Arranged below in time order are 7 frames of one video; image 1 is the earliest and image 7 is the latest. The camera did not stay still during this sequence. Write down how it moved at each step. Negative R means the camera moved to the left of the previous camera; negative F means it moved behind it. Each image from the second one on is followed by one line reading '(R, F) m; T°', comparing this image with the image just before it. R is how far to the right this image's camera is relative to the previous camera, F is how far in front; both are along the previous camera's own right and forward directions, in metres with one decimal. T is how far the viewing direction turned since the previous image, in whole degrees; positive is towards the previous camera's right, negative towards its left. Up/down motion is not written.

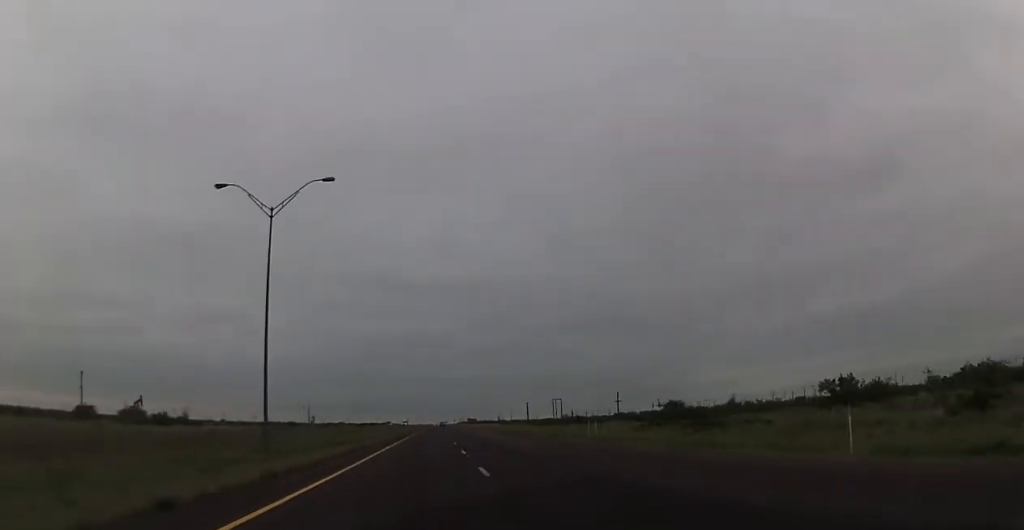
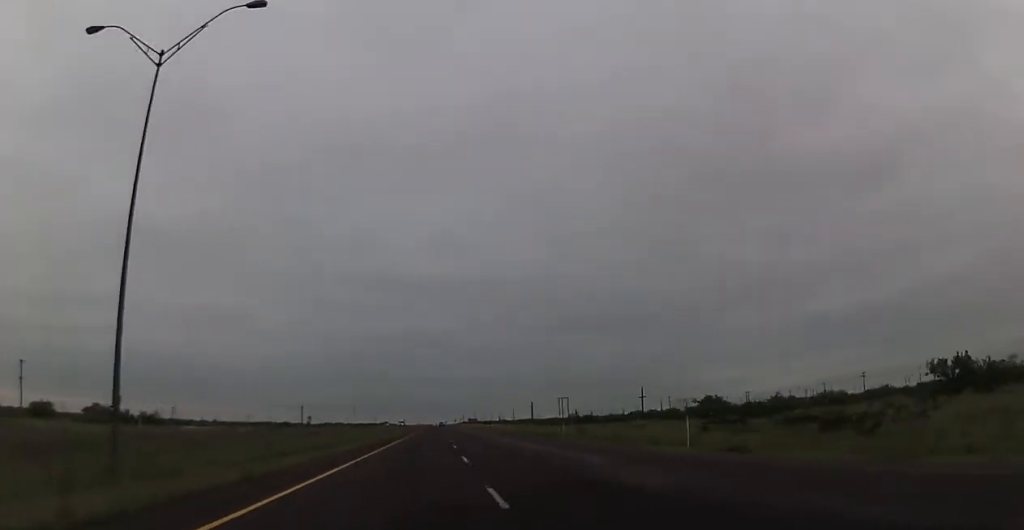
(0.0, +18.5) m; 0°
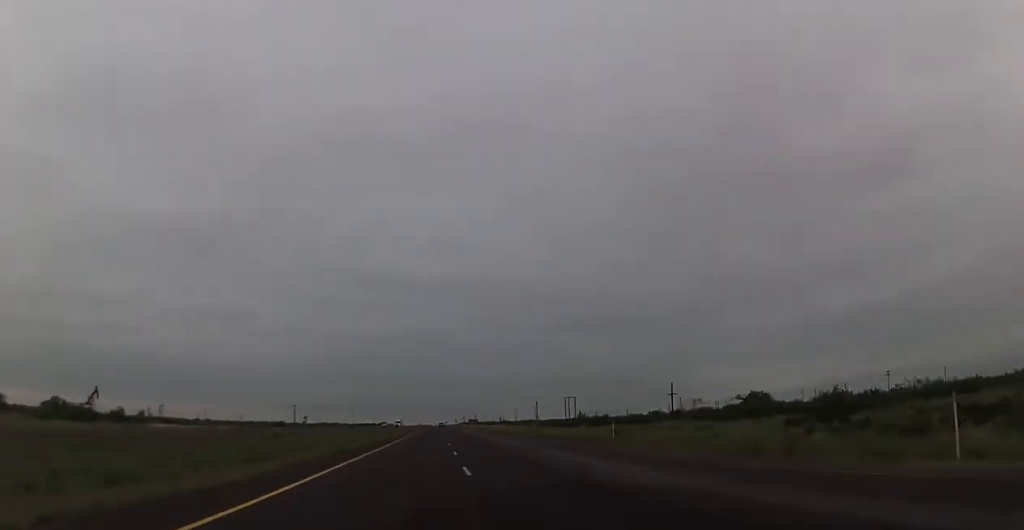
(0.0, +17.3) m; 0°
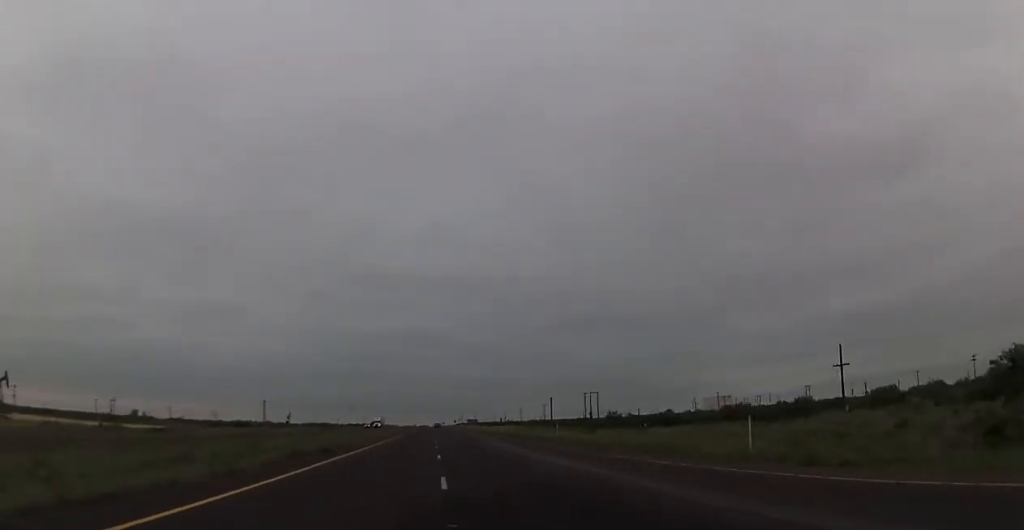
(+0.2, +52.0) m; 0°
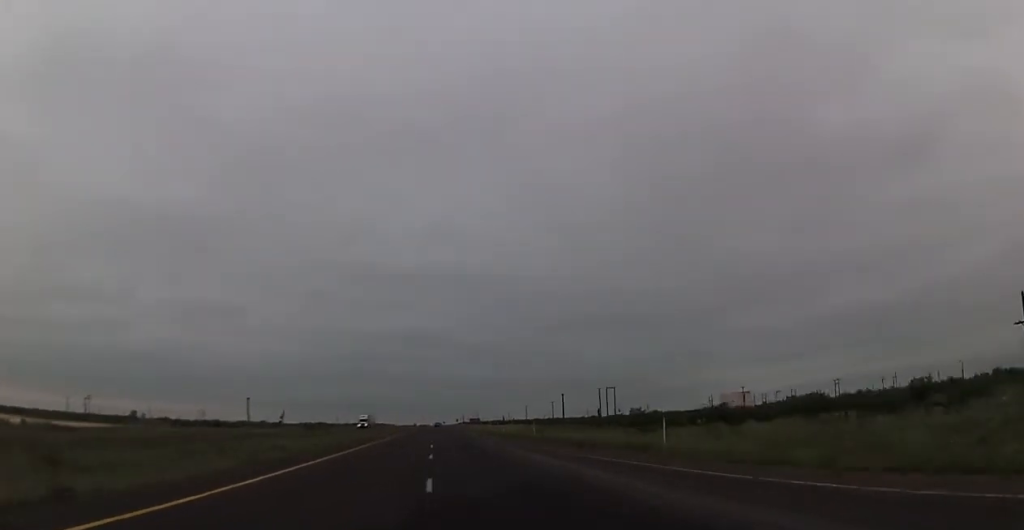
(-0.1, +24.7) m; 0°
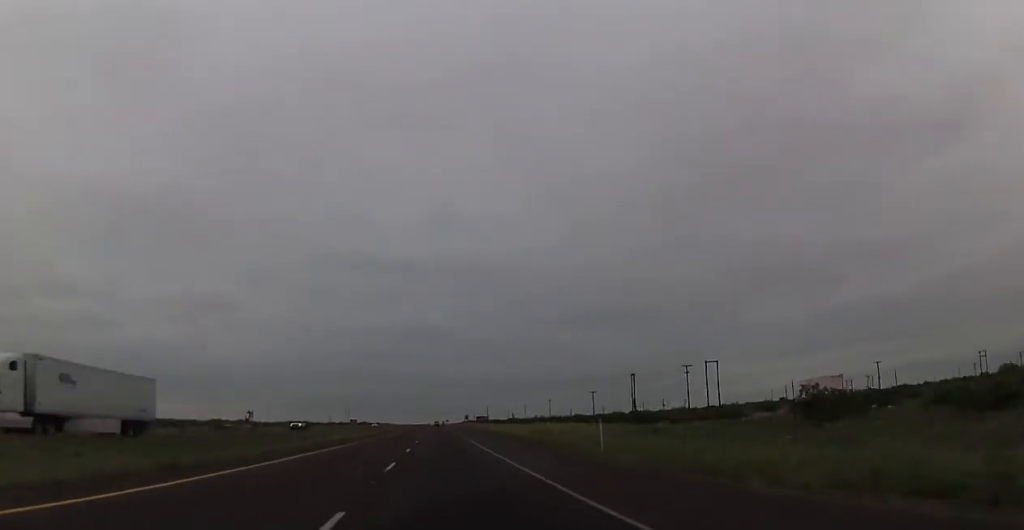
(+0.3, +90.4) m; 0°
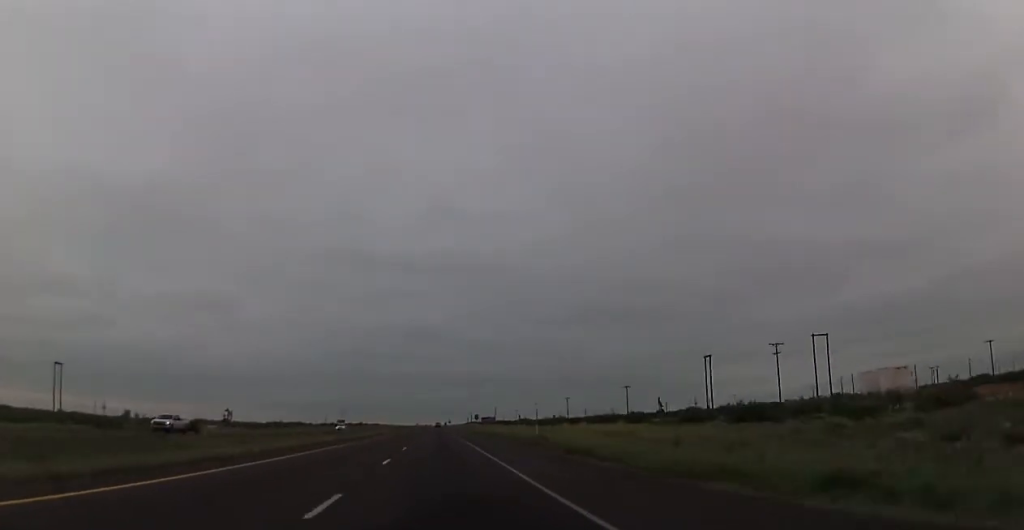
(-0.1, +46.0) m; 0°
